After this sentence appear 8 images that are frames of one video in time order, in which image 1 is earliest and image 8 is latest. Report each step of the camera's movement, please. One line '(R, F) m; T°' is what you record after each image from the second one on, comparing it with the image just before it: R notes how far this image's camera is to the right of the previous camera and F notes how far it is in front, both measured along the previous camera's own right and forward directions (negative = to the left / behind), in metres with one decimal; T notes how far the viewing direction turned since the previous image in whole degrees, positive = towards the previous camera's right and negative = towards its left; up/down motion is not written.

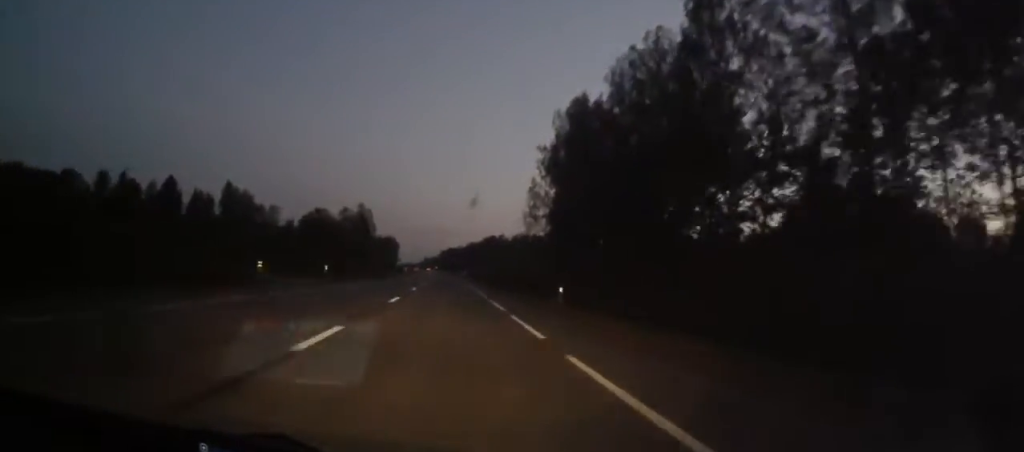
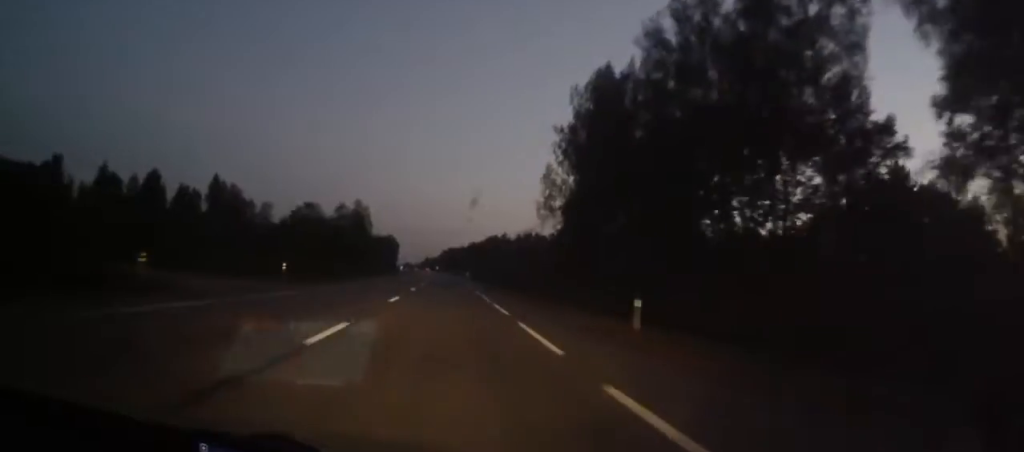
(0.0, +11.4) m; 0°
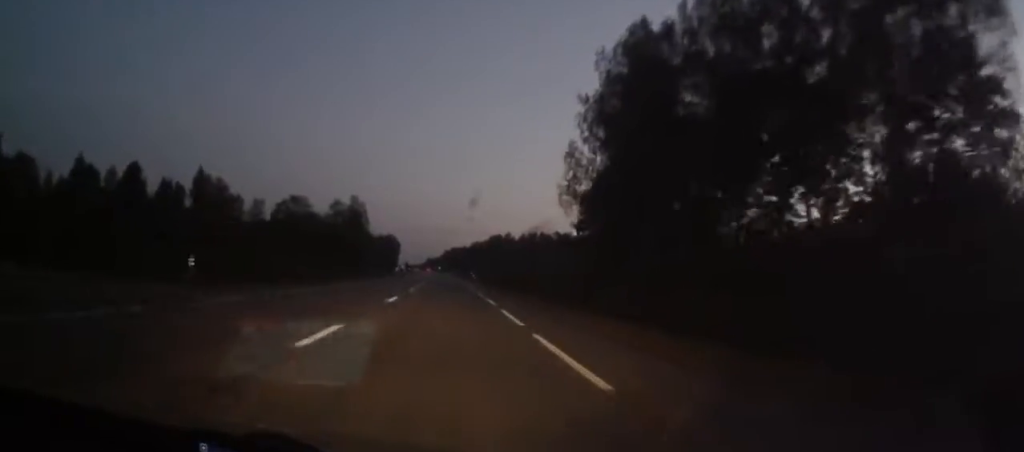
(0.0, +12.5) m; 0°
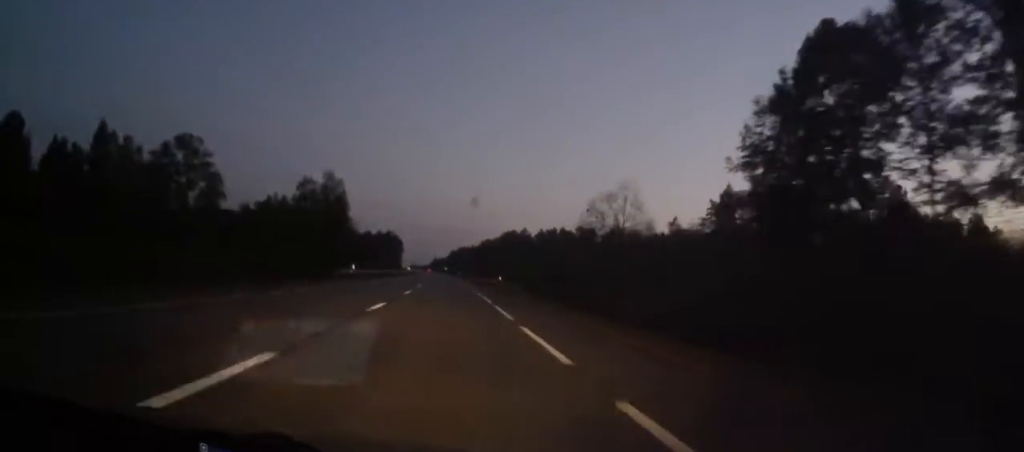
(-0.3, +52.0) m; -1°
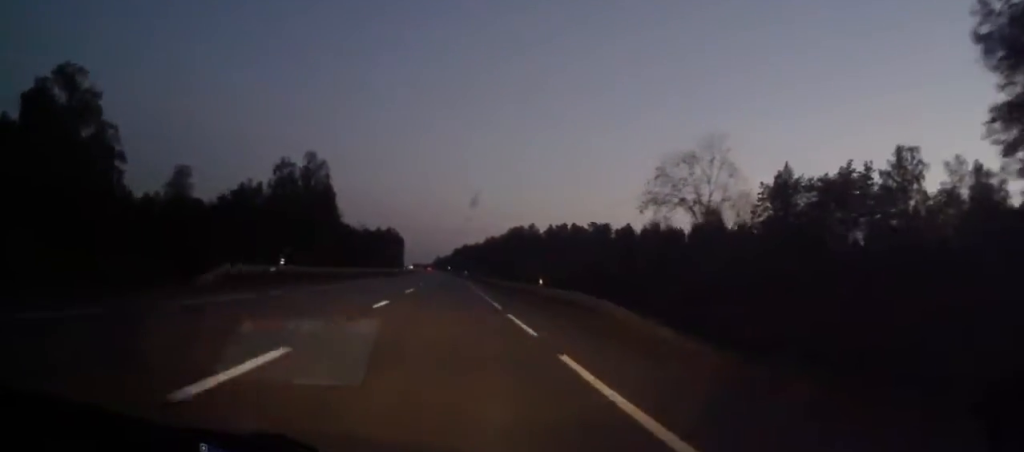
(-0.1, +23.1) m; 0°
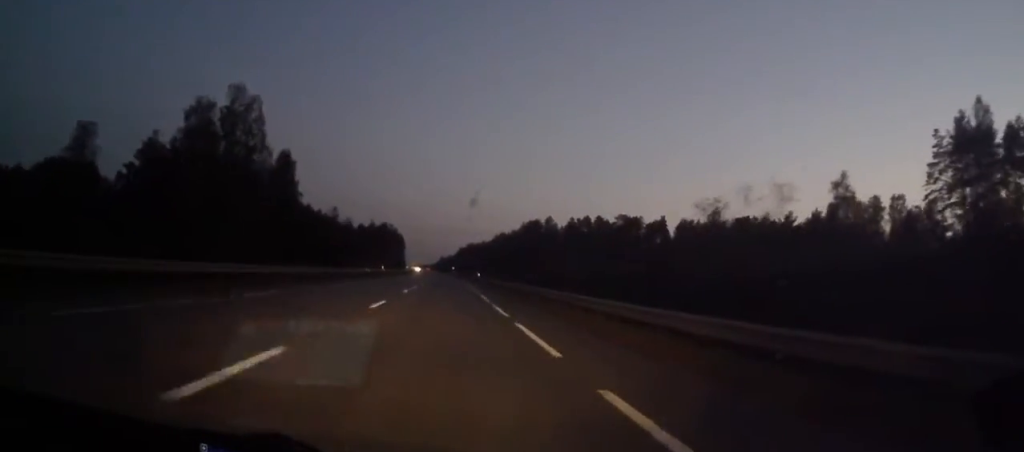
(-0.1, +47.6) m; -1°
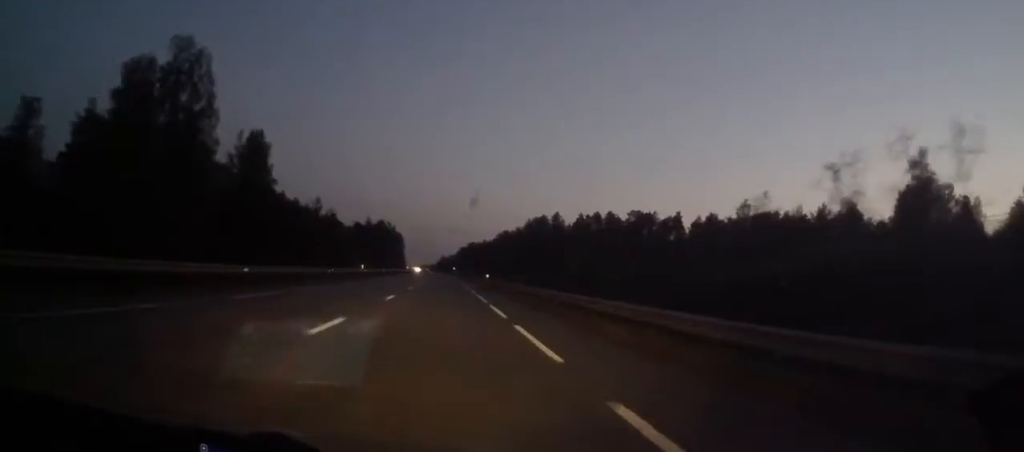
(-0.1, +18.6) m; 0°
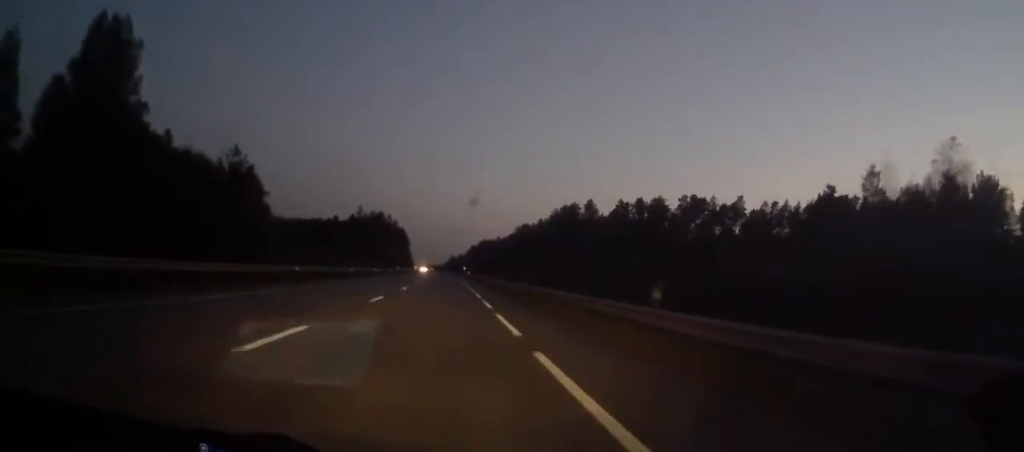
(0.0, +50.5) m; 0°
